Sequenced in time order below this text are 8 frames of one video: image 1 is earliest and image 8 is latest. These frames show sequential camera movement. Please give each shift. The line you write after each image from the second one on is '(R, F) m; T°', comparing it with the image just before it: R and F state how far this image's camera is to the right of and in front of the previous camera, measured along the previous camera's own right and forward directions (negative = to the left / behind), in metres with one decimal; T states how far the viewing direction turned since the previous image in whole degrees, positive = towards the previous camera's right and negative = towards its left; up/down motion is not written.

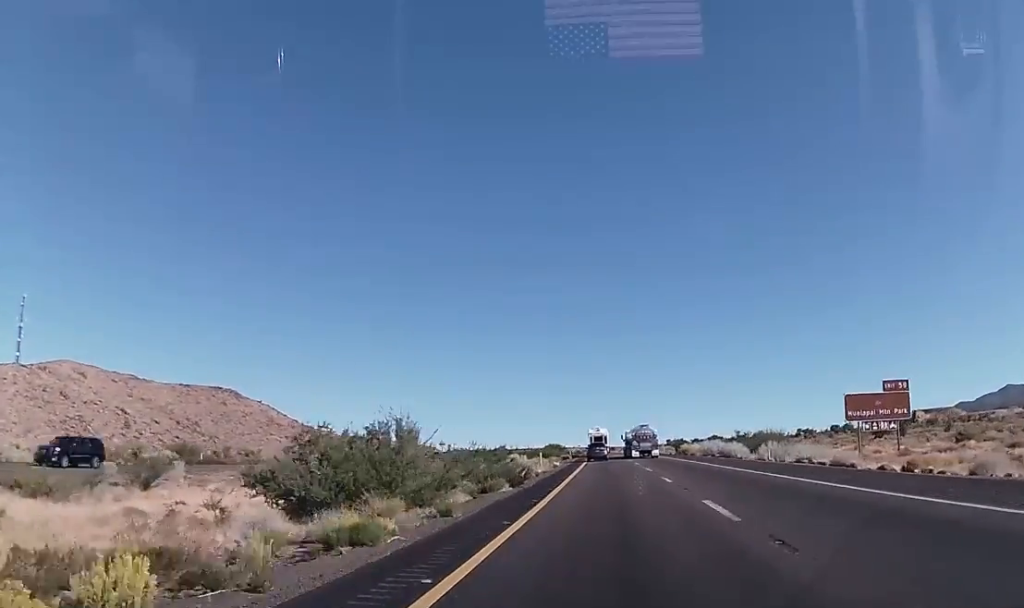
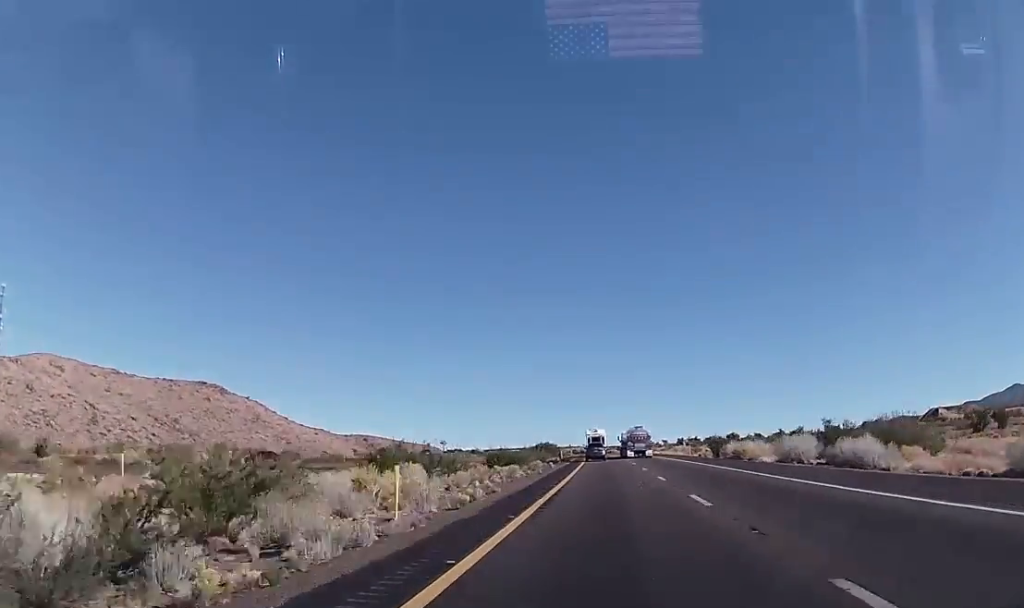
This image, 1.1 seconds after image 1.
(-0.1, +35.7) m; 0°
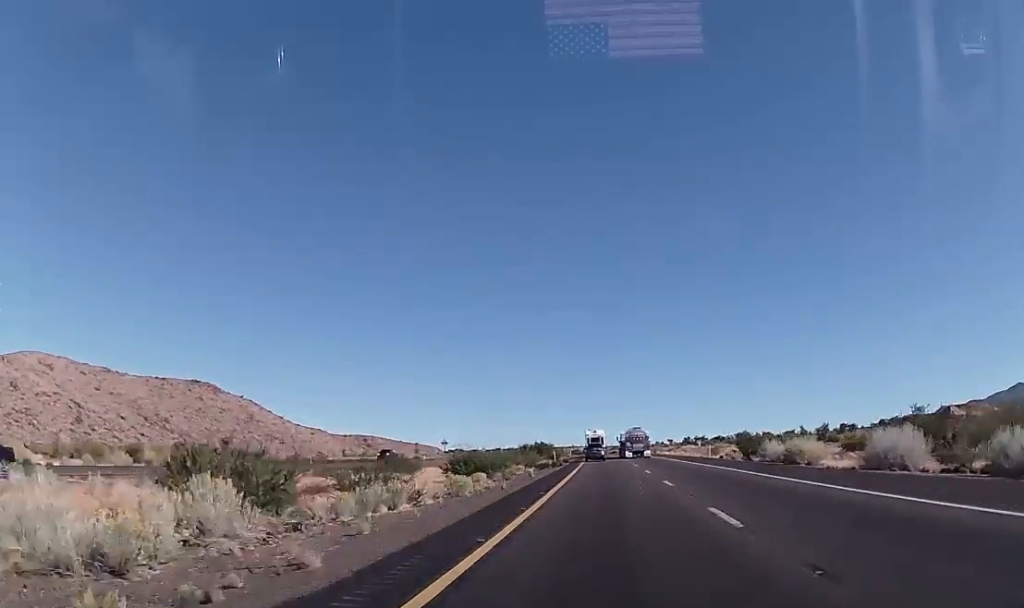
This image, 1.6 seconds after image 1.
(0.0, +15.7) m; 0°
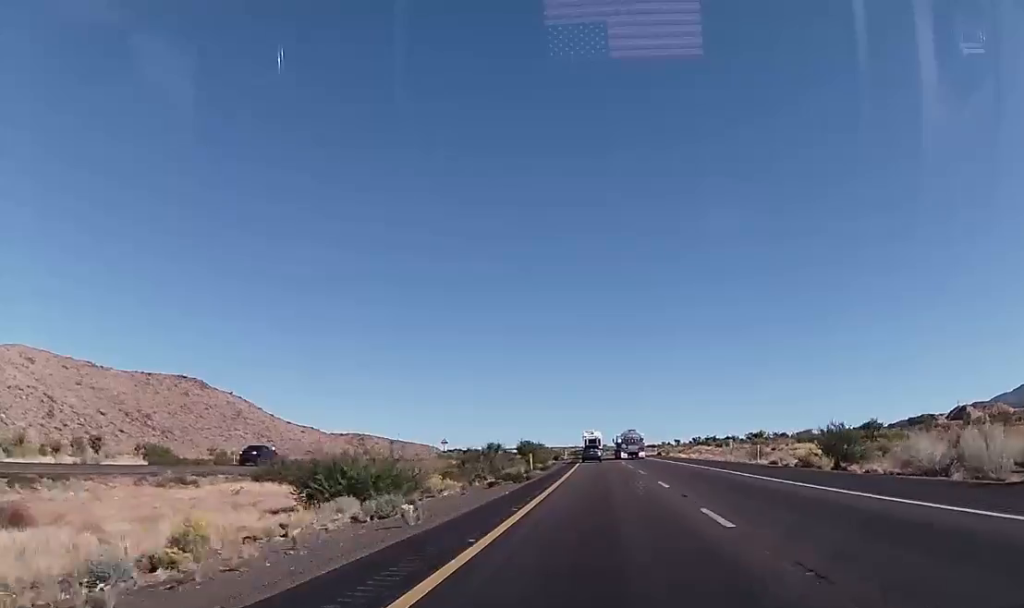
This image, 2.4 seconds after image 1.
(-0.1, +24.0) m; 0°
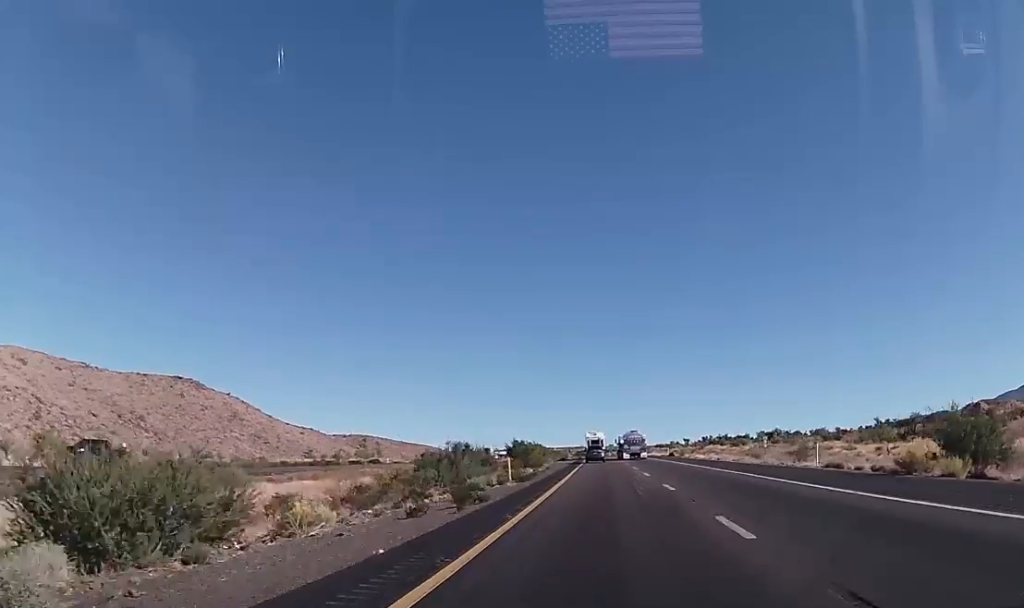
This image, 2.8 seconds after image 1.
(0.0, +13.7) m; 0°
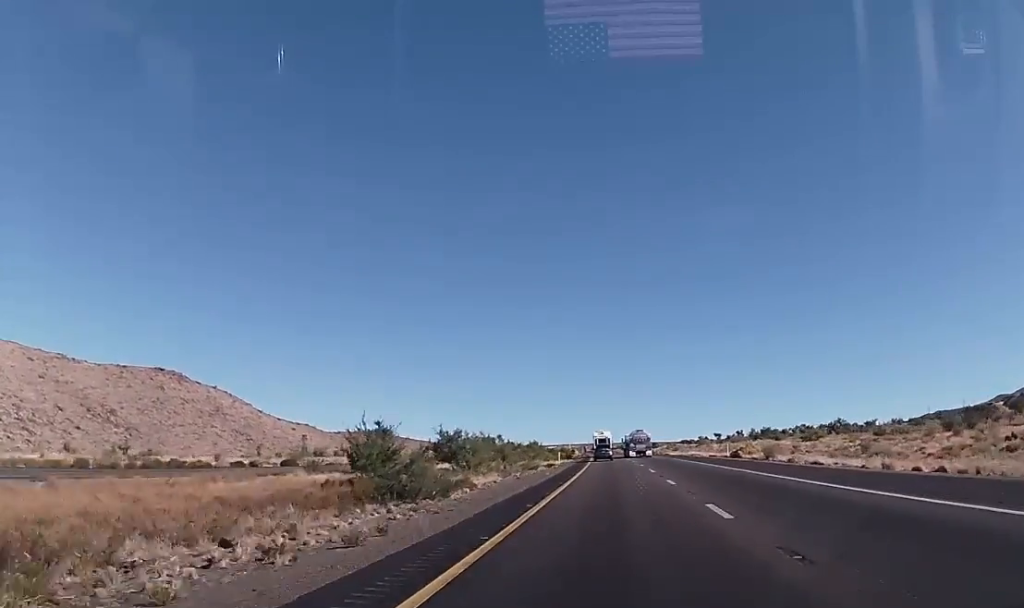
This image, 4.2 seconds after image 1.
(-0.6, +44.3) m; -1°
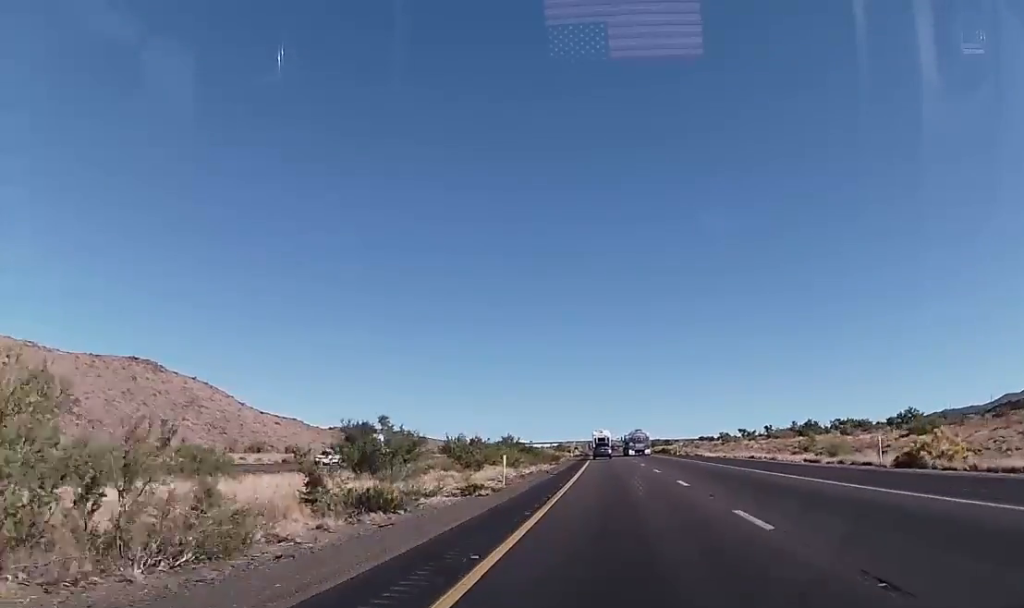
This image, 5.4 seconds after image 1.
(-0.2, +38.4) m; 0°
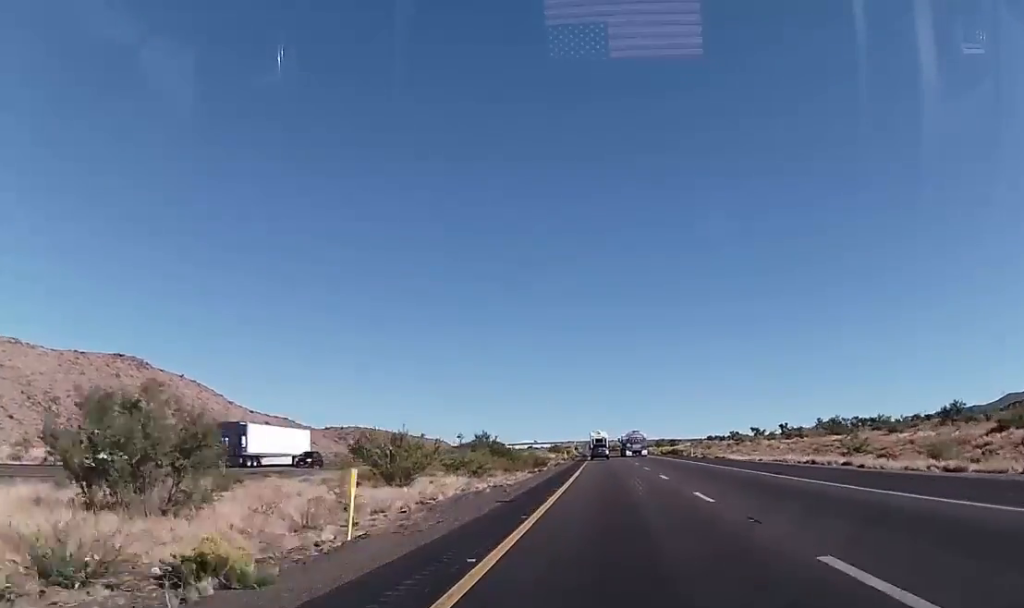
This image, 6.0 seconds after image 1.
(0.0, +18.1) m; 0°
